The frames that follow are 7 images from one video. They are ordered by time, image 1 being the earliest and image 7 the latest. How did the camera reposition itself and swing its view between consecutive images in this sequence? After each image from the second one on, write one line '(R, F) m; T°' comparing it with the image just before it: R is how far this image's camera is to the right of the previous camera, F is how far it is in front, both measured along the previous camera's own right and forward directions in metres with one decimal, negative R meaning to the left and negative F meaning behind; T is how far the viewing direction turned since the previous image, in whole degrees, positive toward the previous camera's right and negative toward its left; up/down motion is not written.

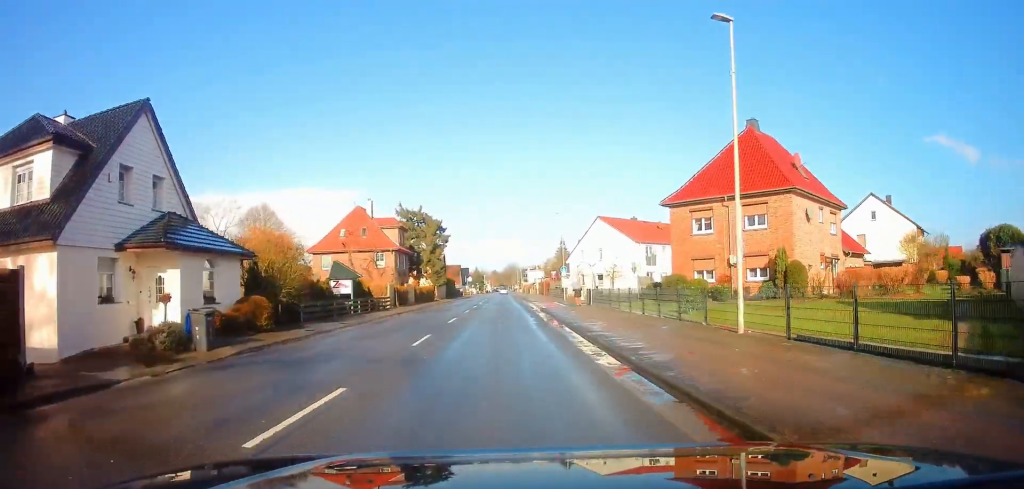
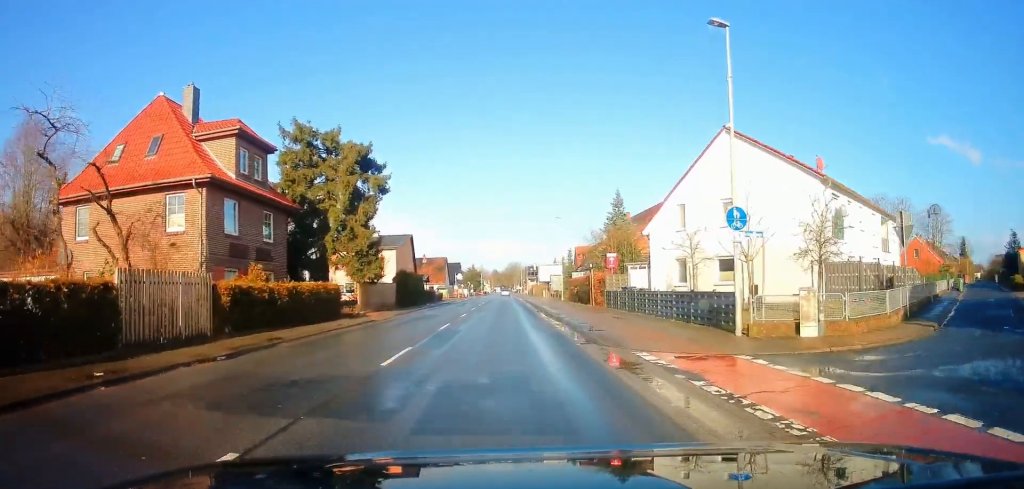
(+0.5, +38.6) m; +1°
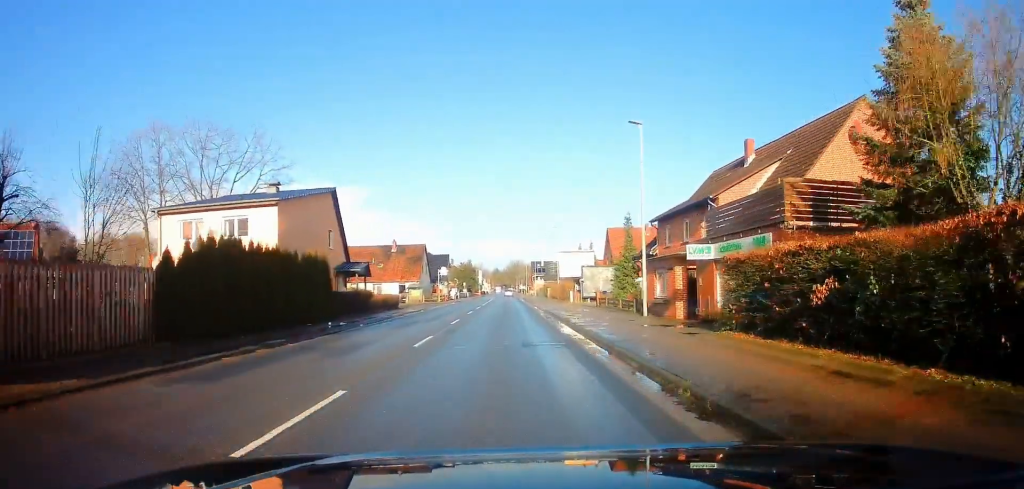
(-0.8, +32.2) m; -1°
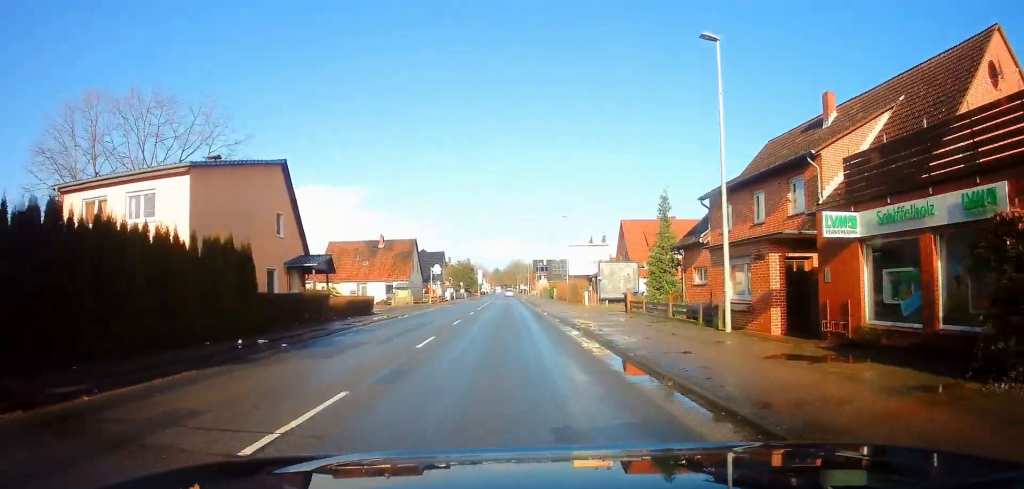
(+0.2, +8.8) m; 0°
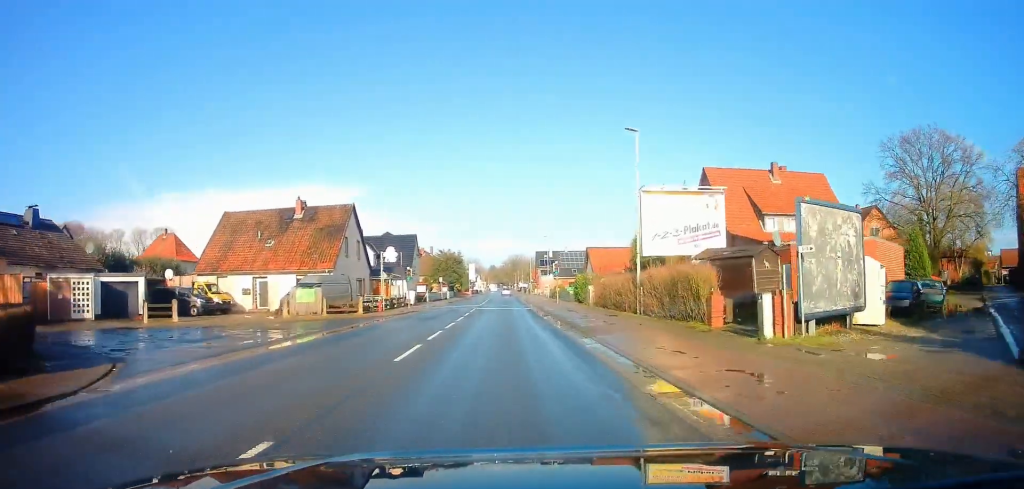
(+0.2, +28.9) m; +1°
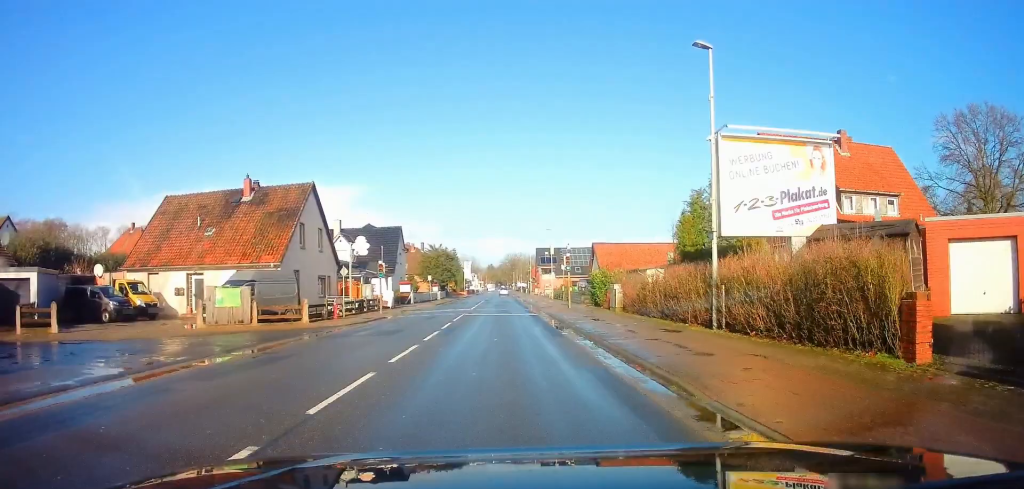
(+0.2, +9.0) m; 0°
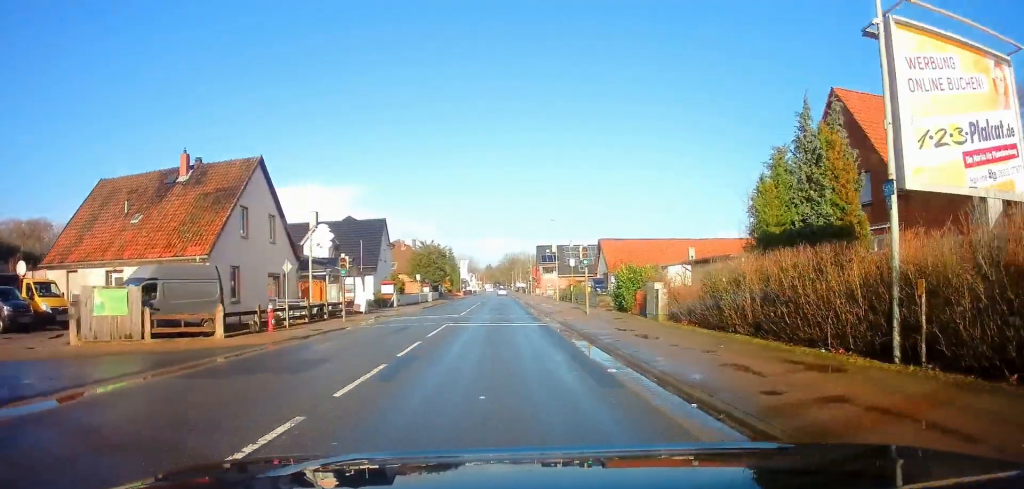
(-0.2, +7.6) m; 0°
